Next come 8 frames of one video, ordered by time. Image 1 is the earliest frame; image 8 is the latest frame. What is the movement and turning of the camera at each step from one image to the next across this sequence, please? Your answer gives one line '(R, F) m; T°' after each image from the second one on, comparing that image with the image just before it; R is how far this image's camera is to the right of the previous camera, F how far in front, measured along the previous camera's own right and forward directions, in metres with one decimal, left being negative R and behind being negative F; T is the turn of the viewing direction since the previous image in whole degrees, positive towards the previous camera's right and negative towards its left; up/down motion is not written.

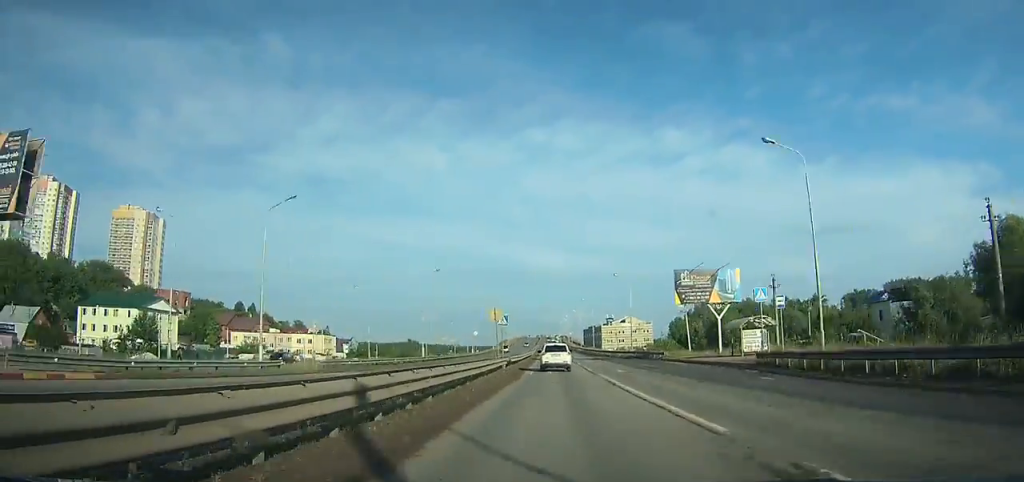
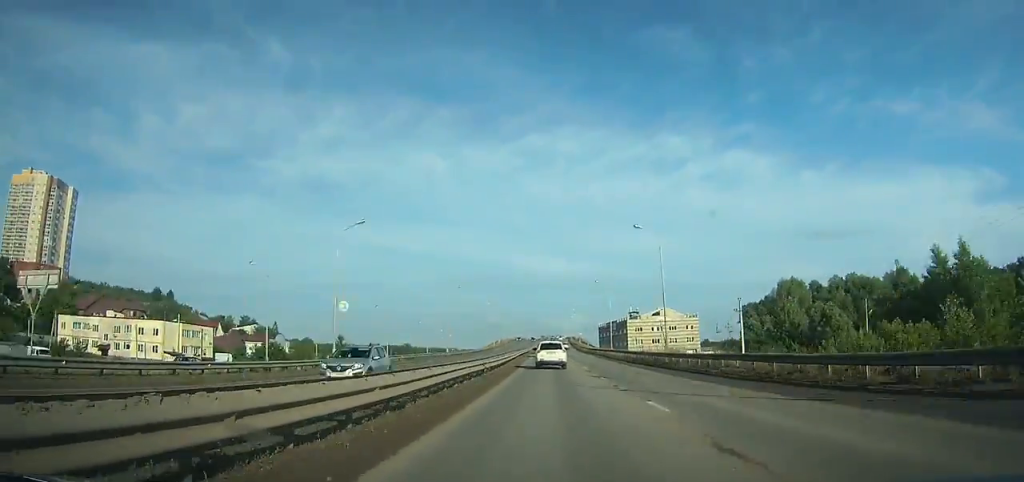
(-0.2, +73.0) m; 0°
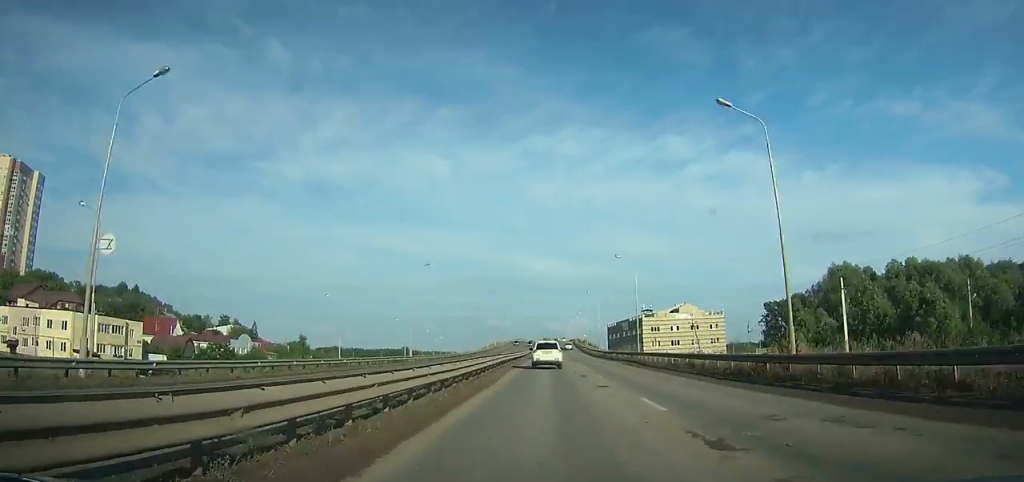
(0.0, +23.7) m; 0°
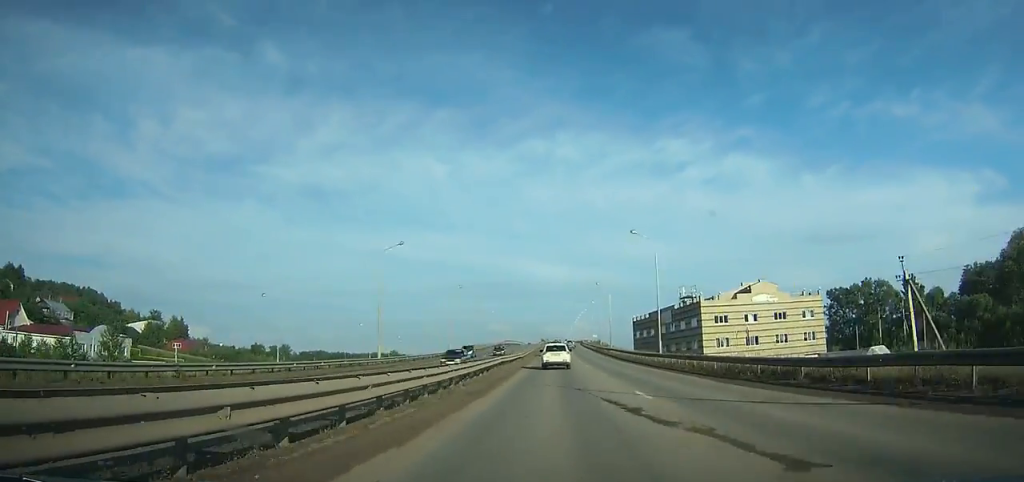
(0.0, +56.5) m; 0°
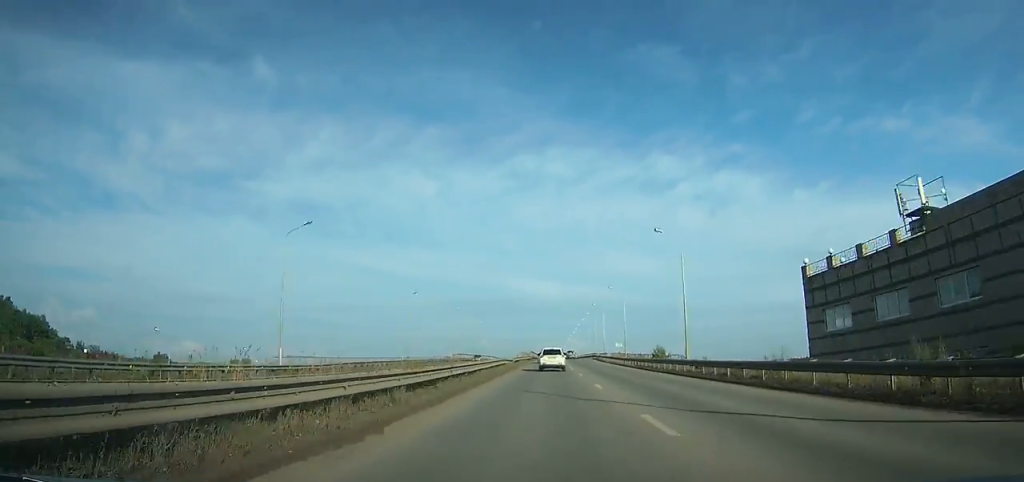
(+0.5, +88.8) m; +1°
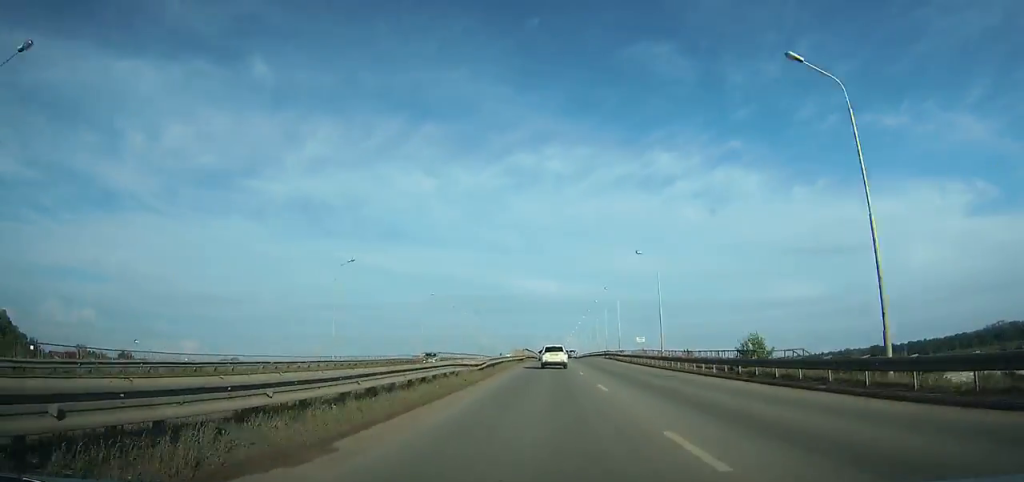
(0.0, +26.4) m; 0°
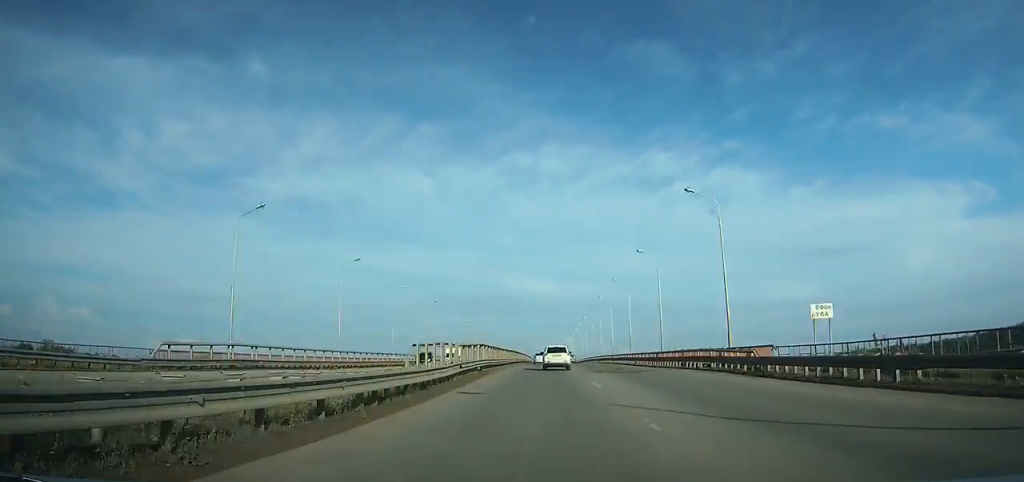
(0.0, +55.1) m; 0°
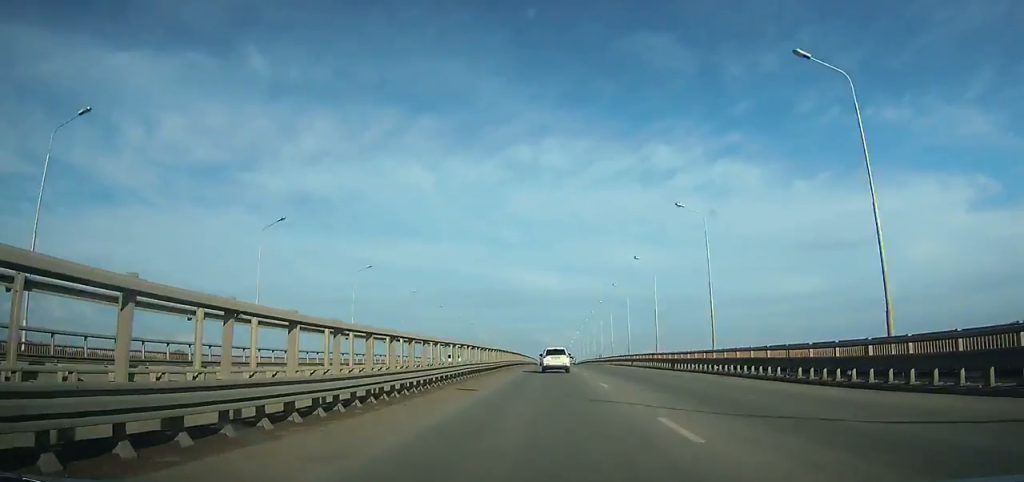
(0.0, +59.6) m; 0°
